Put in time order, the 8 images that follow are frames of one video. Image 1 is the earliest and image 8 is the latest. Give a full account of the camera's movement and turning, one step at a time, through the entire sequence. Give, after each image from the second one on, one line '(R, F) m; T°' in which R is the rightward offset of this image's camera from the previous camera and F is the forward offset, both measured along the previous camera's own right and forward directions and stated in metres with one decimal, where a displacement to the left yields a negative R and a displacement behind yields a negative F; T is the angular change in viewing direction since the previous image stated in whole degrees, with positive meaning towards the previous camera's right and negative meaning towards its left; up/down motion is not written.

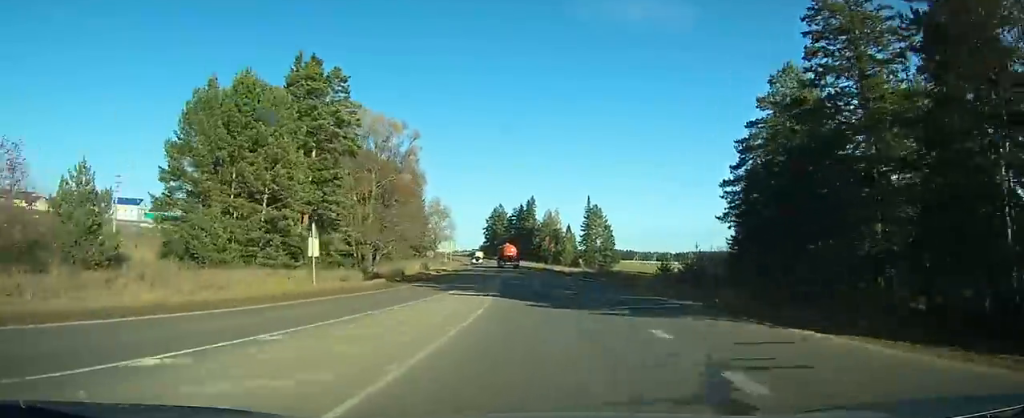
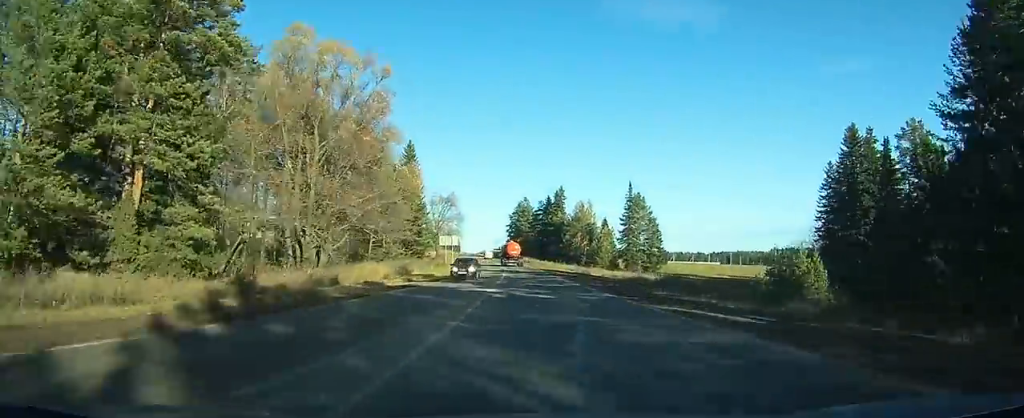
(-0.7, +25.0) m; -3°
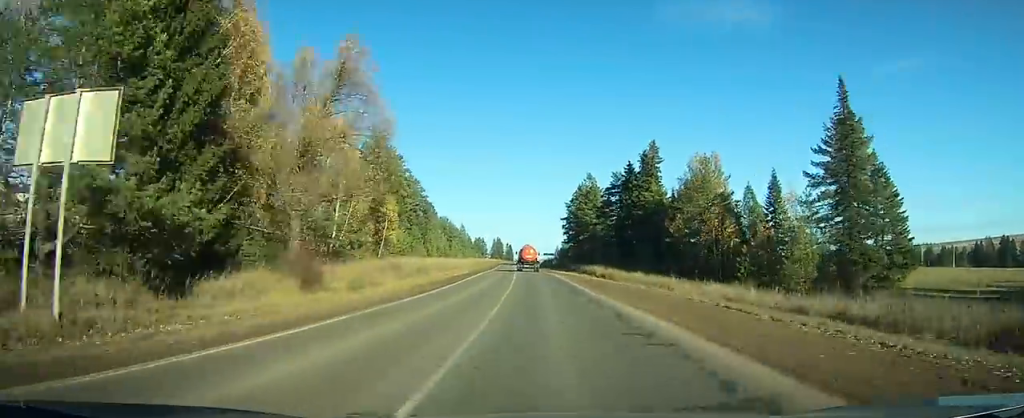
(-4.1, +67.7) m; -7°
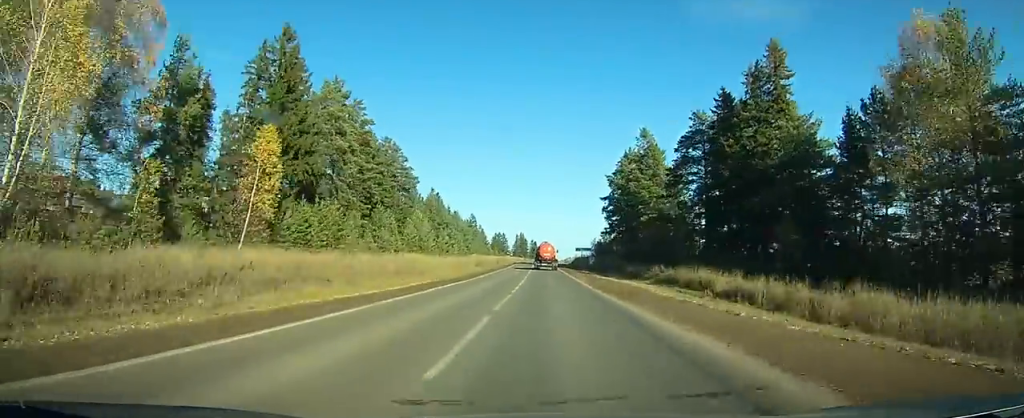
(-1.3, +42.8) m; -3°
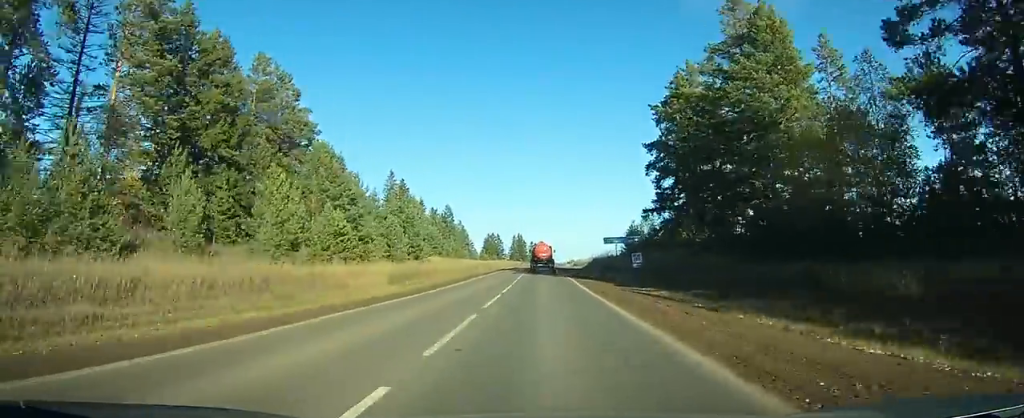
(-1.4, +46.8) m; -2°
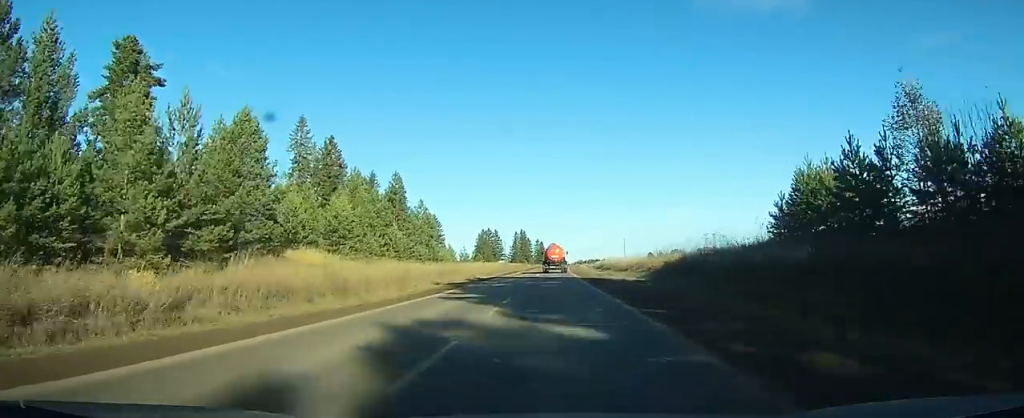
(-0.5, +54.4) m; -1°
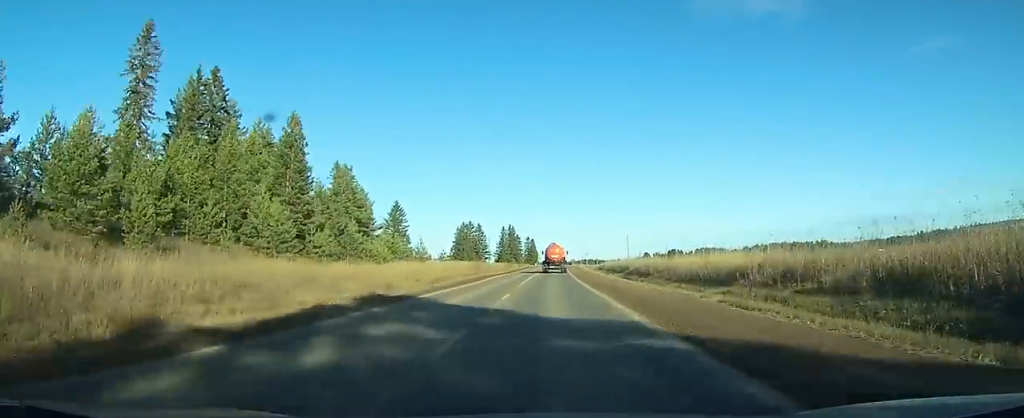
(-0.1, +34.5) m; 0°
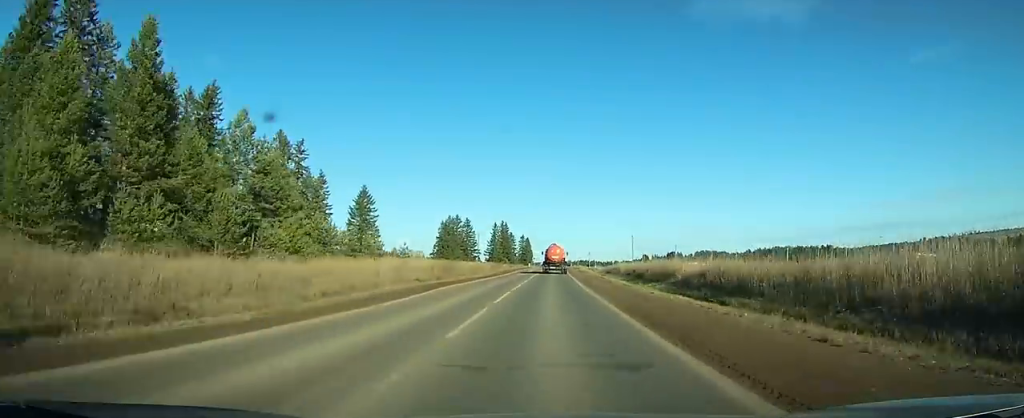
(-0.2, +22.0) m; 0°
